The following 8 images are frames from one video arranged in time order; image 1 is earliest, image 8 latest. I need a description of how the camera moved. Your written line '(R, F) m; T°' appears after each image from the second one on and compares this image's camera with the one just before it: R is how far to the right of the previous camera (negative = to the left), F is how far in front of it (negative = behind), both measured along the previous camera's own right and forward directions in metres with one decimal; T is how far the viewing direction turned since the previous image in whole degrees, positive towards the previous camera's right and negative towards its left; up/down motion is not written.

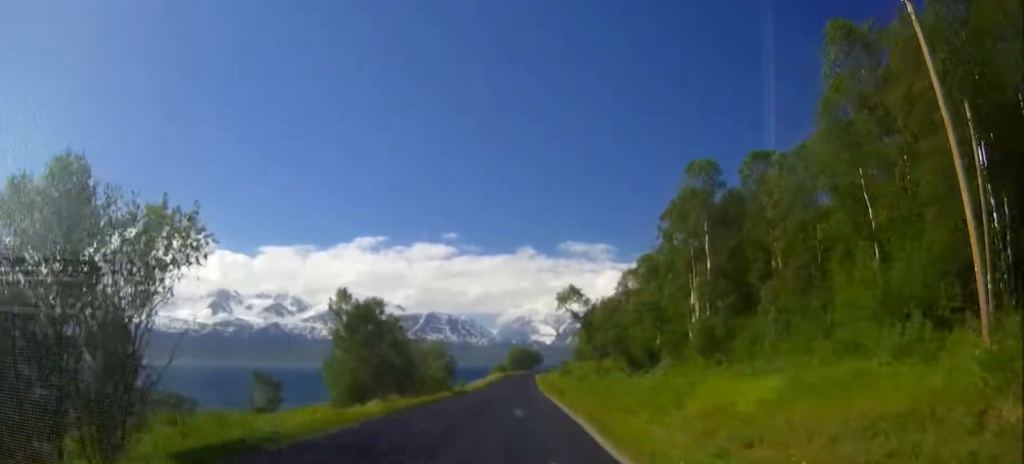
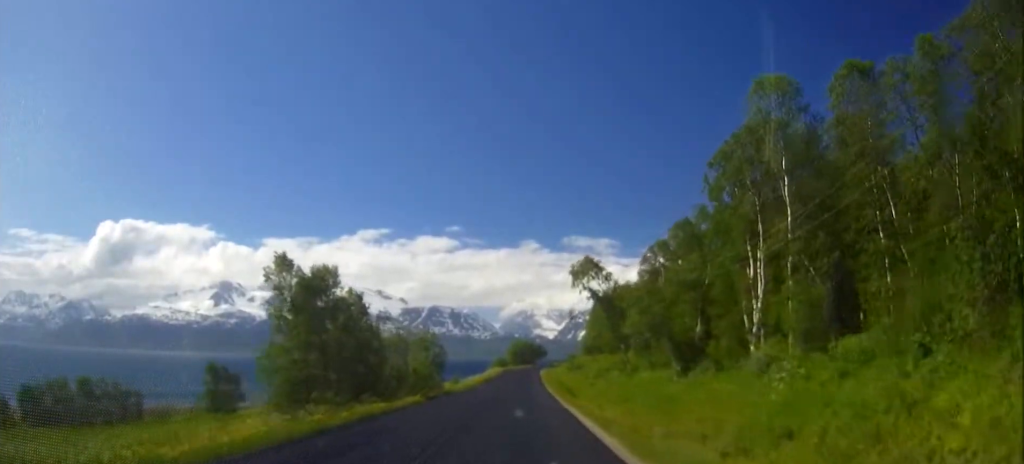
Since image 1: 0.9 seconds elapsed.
(0.0, +15.3) m; 0°
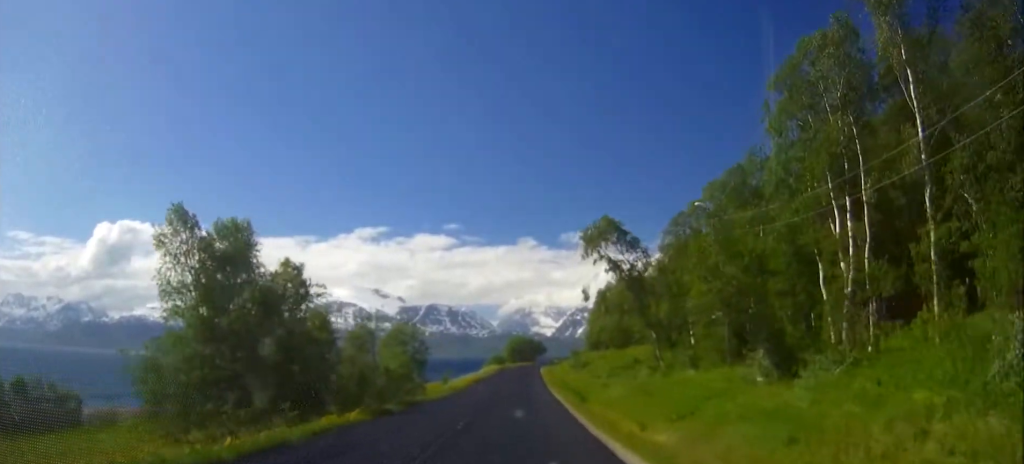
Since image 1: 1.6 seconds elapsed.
(0.0, +13.6) m; 0°
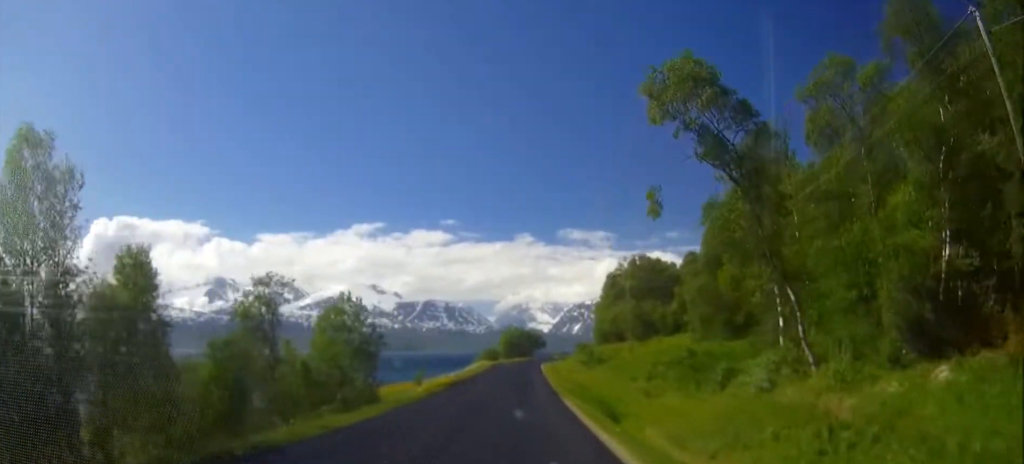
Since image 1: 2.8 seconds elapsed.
(0.0, +21.3) m; 0°
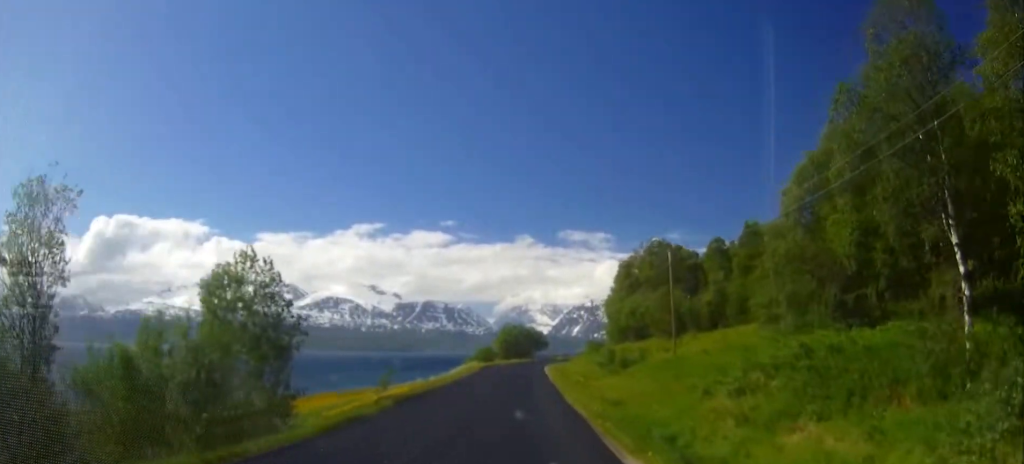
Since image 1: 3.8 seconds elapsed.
(+0.1, +17.9) m; 0°
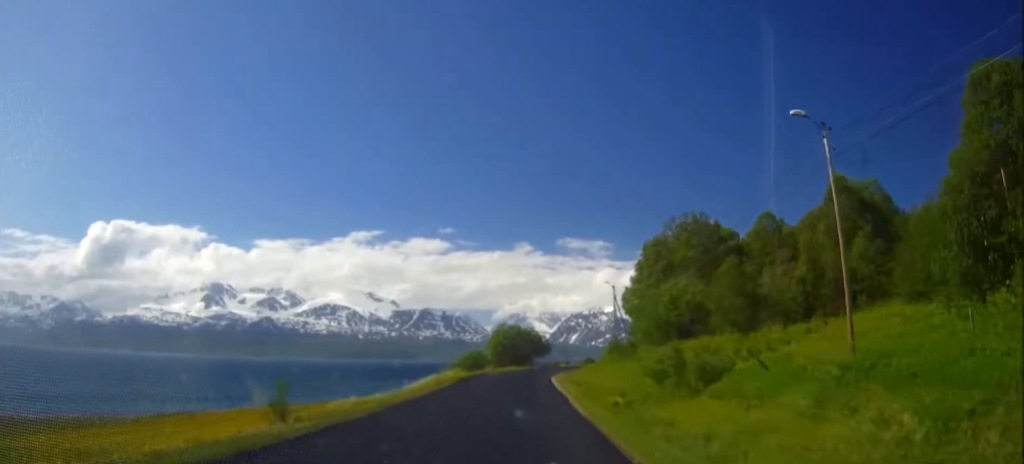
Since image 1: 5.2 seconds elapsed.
(-0.2, +24.5) m; 0°
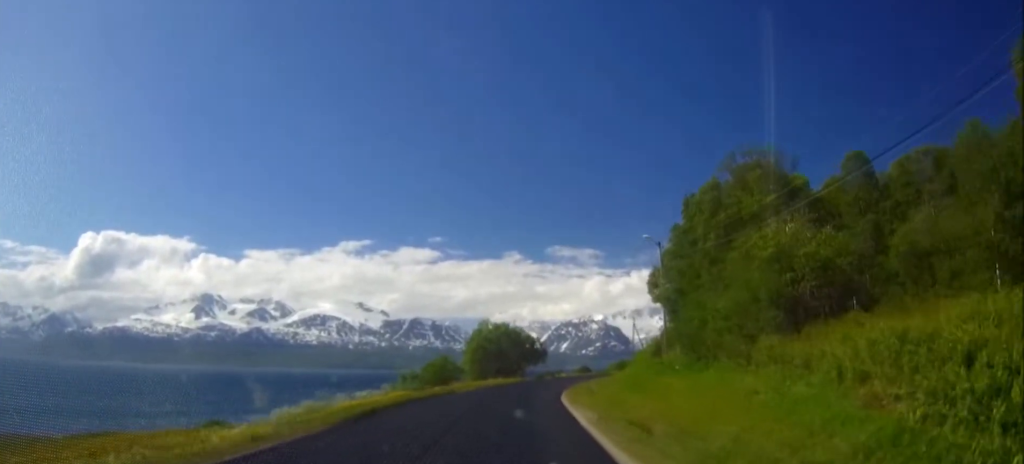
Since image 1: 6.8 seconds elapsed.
(+0.5, +29.1) m; +2°
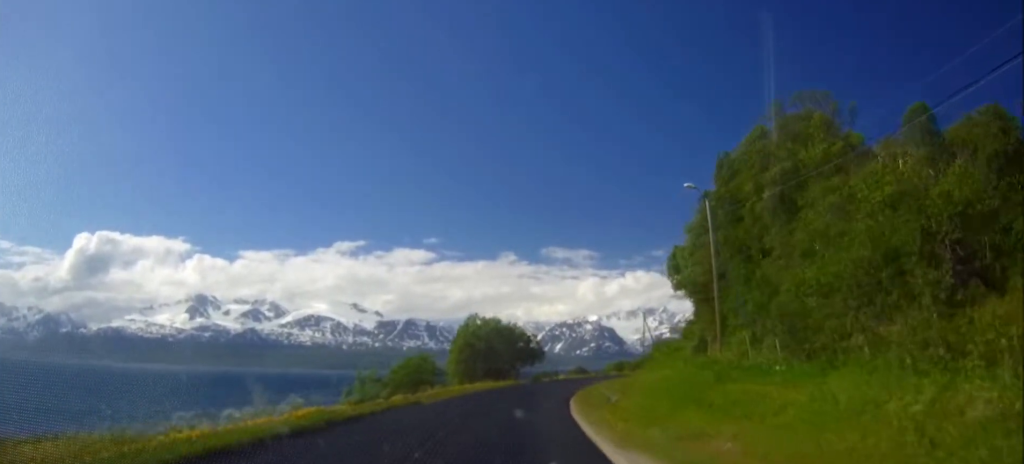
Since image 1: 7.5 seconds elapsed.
(0.0, +12.8) m; 0°
